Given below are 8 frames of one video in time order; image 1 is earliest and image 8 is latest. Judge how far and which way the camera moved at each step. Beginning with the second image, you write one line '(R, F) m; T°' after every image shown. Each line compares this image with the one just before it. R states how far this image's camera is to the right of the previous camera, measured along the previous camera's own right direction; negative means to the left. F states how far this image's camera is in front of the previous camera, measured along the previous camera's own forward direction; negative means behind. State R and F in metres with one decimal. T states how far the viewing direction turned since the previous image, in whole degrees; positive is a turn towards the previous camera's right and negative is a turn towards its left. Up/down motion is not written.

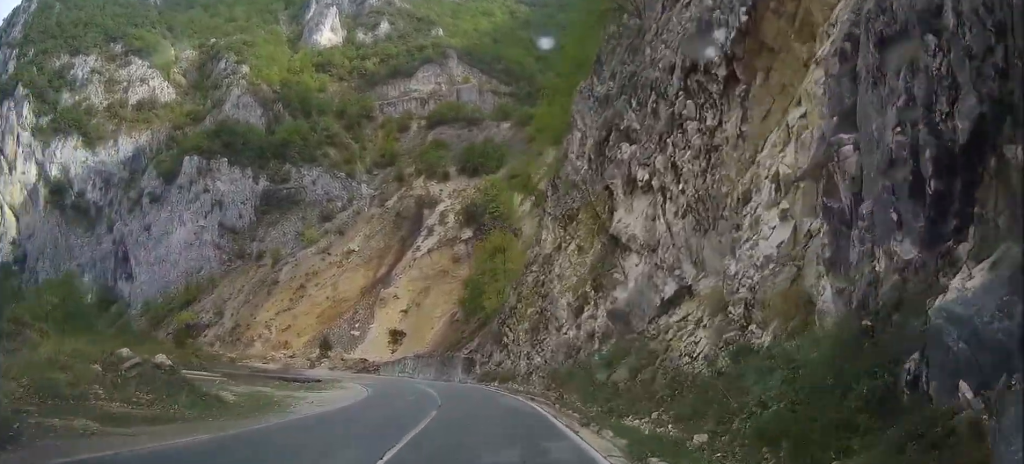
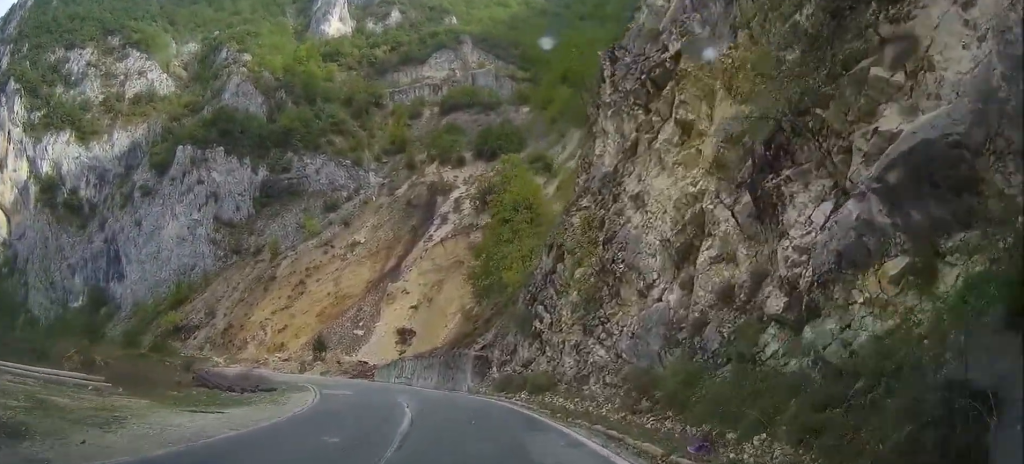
(0.0, +14.1) m; 0°
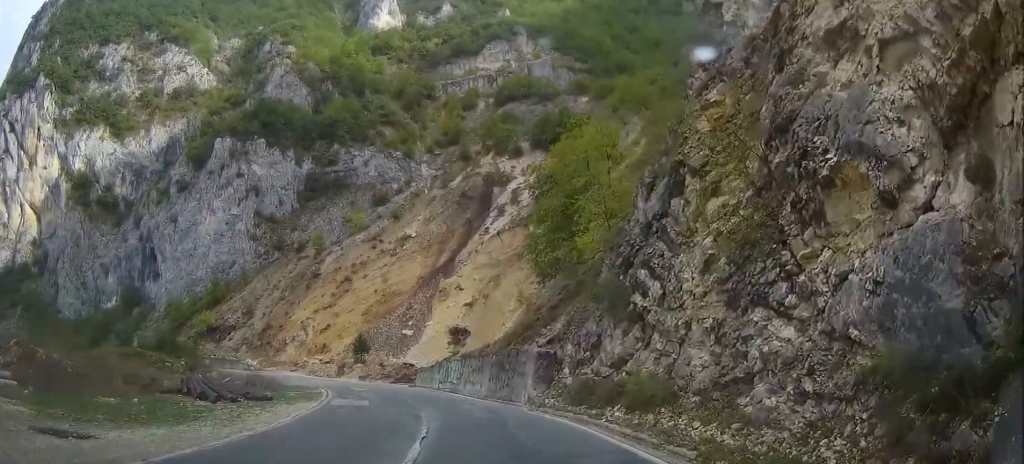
(-0.1, +8.8) m; -2°
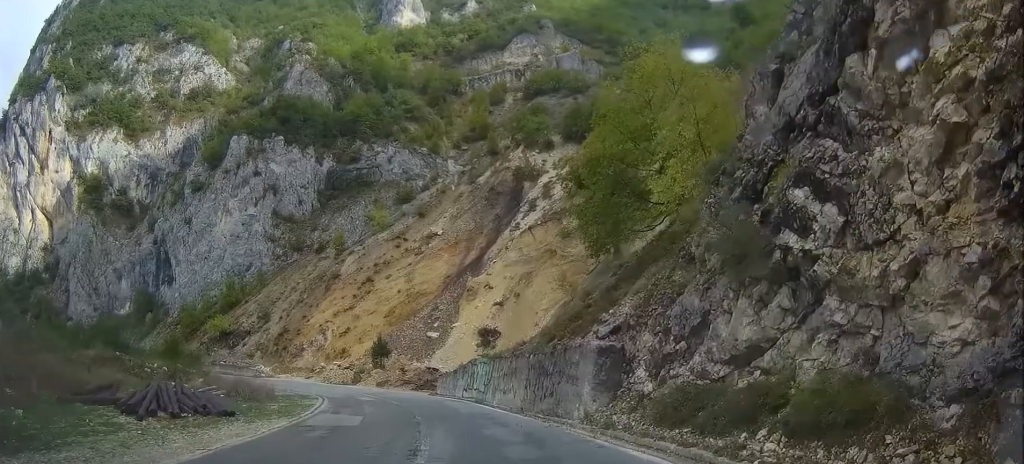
(-0.1, +7.0) m; -3°
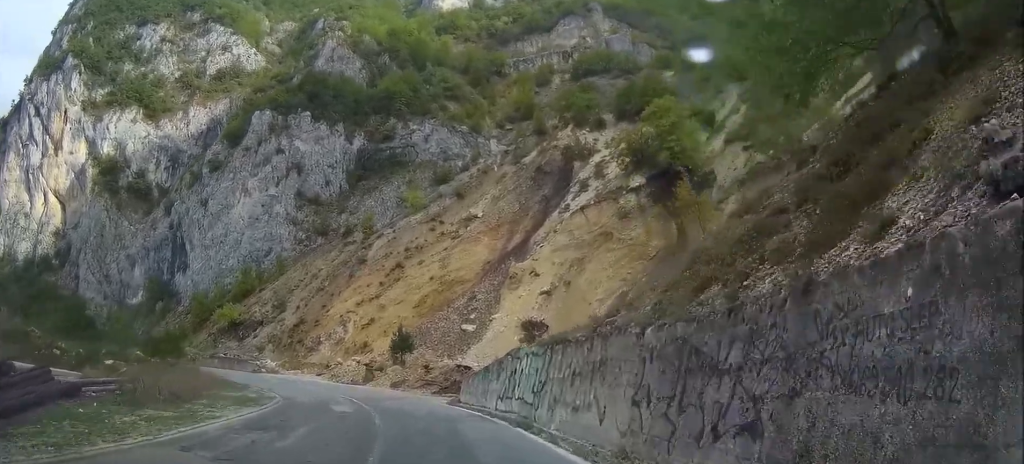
(-0.8, +12.5) m; -6°
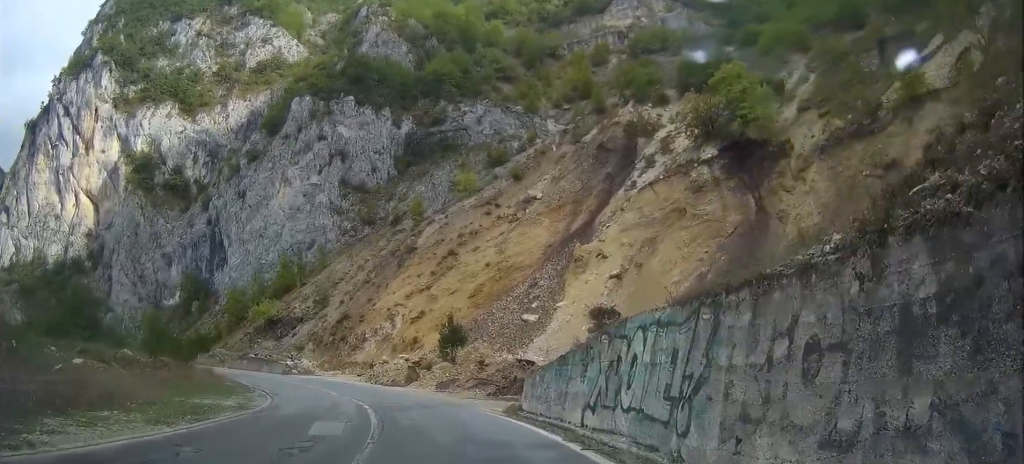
(-0.2, +8.1) m; -4°
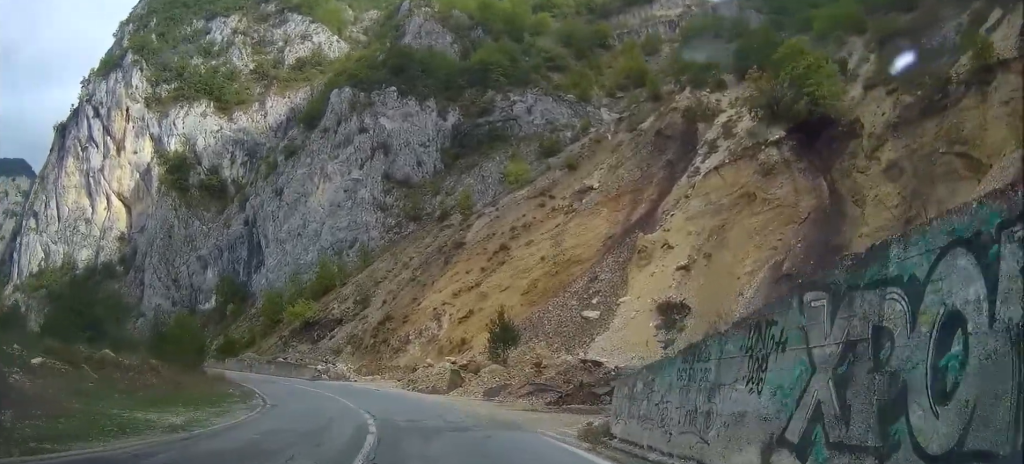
(-0.2, +6.6) m; -4°
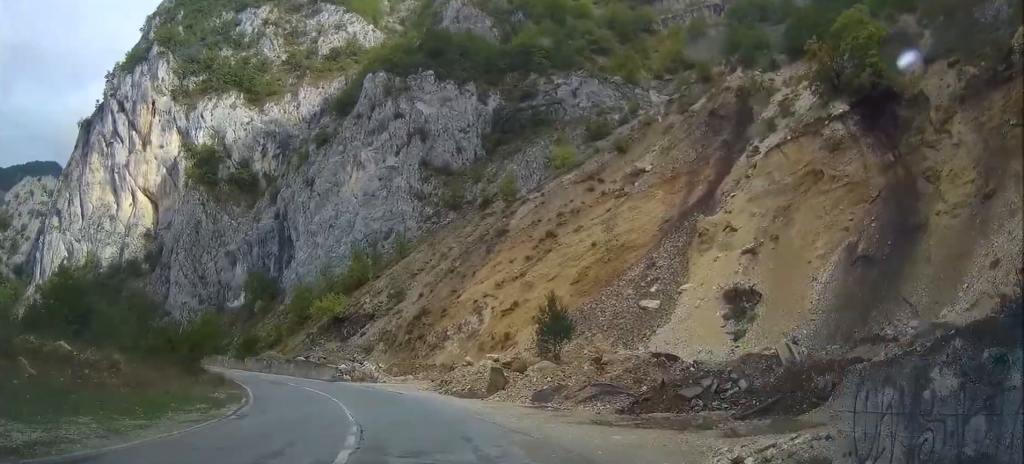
(-0.3, +6.6) m; -4°
